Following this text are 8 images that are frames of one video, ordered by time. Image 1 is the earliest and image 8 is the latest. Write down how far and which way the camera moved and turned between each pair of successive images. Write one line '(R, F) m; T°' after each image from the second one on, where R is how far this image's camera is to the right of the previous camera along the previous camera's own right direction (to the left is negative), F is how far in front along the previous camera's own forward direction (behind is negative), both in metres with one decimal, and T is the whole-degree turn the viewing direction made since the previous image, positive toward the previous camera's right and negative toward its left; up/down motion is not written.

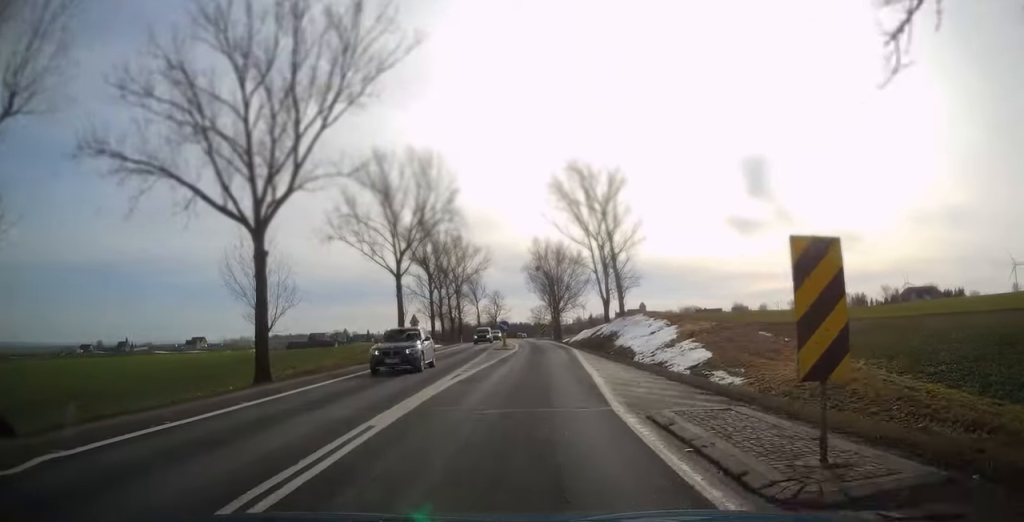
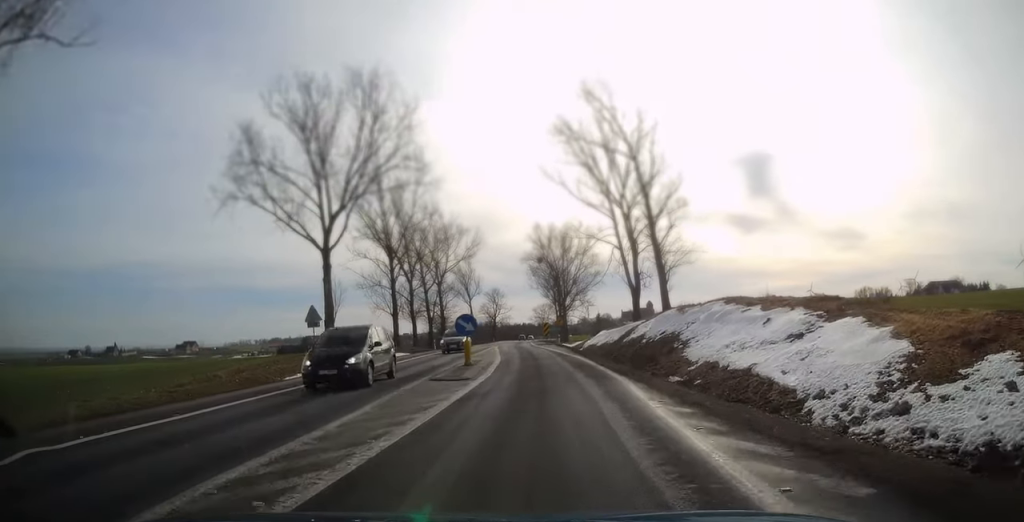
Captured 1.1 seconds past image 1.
(+0.2, +22.7) m; 0°
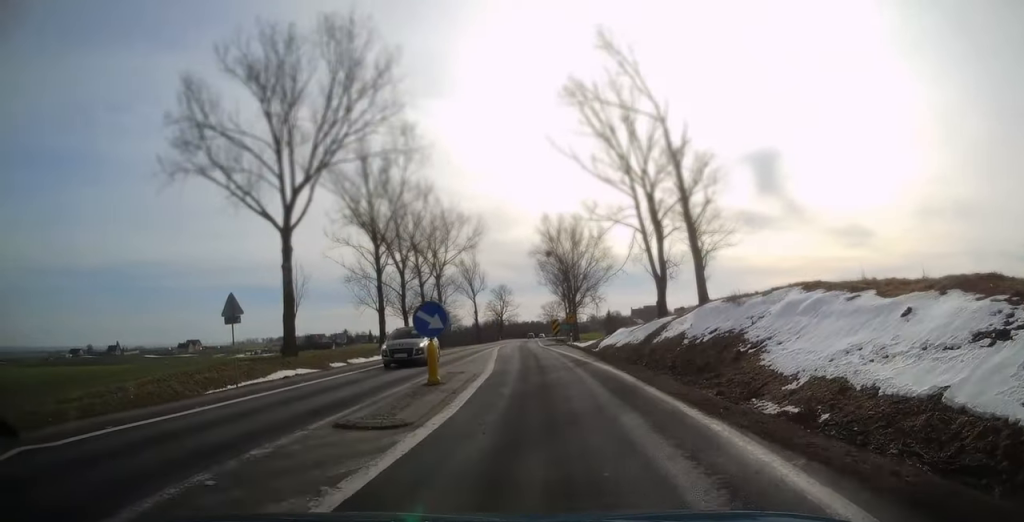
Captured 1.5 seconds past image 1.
(-0.1, +8.2) m; -1°
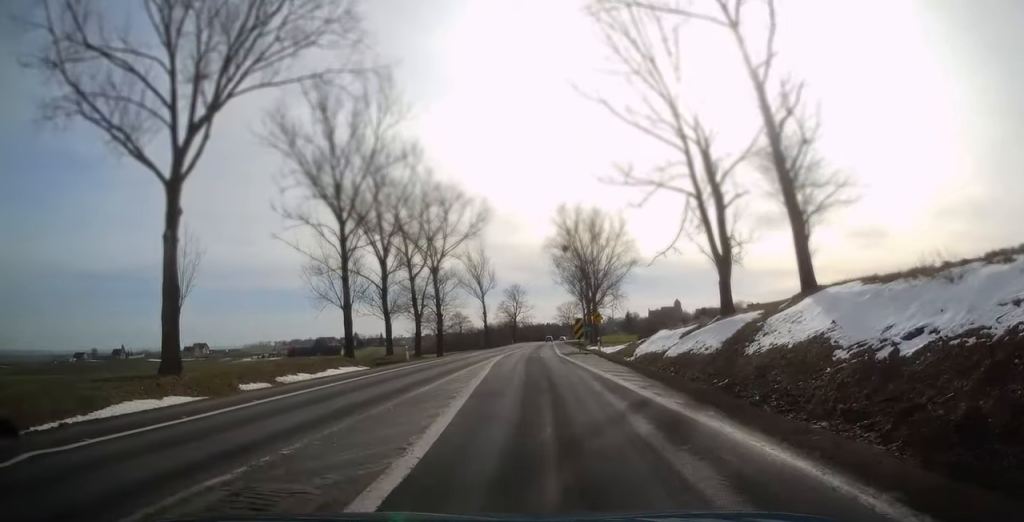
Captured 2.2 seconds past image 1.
(-0.1, +13.1) m; -1°
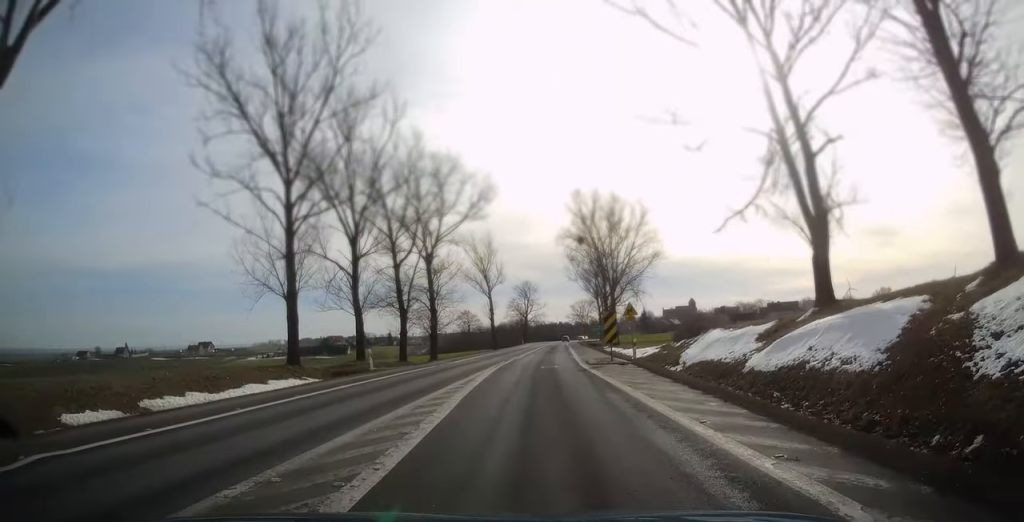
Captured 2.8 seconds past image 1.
(-0.1, +10.9) m; -1°
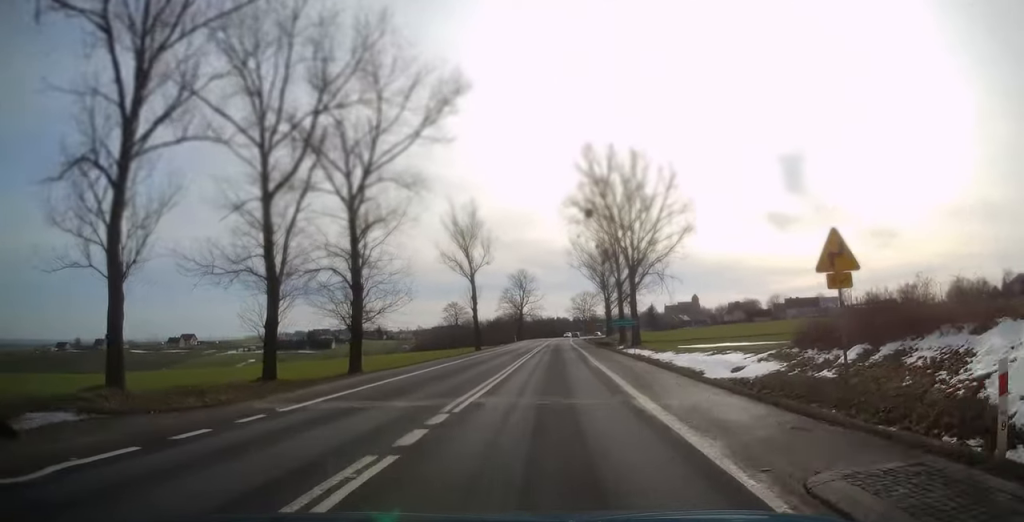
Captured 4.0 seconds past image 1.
(-0.3, +23.8) m; -1°
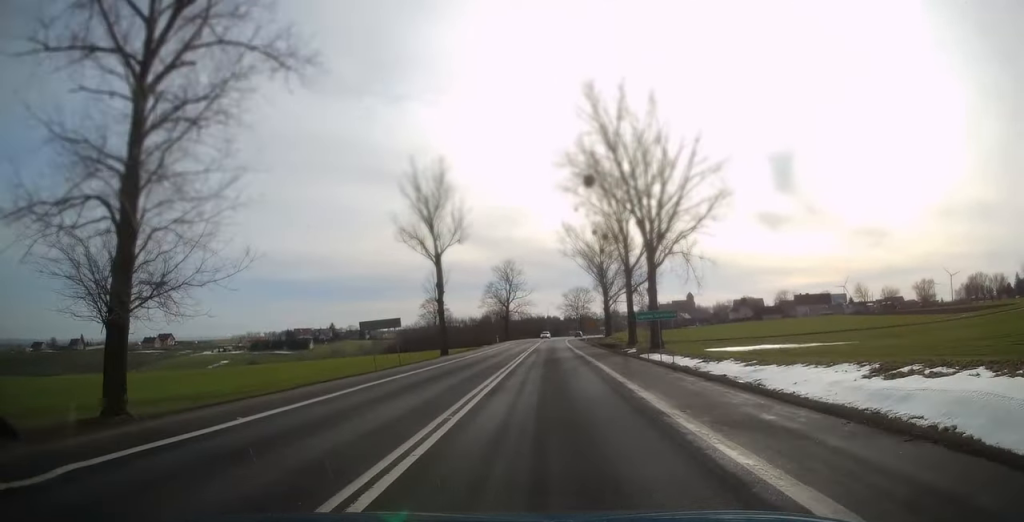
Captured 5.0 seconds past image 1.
(+0.1, +19.6) m; +1°
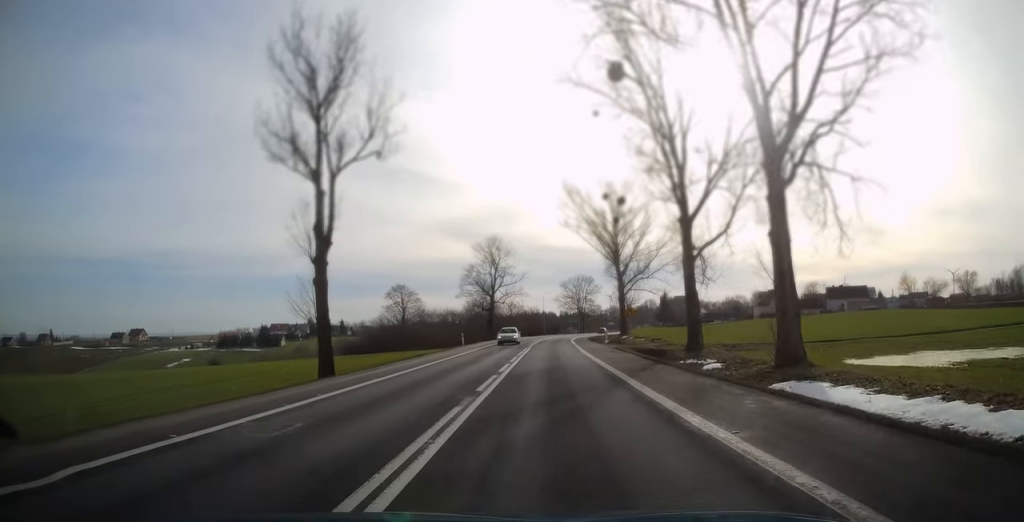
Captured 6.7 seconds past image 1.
(+0.2, +31.9) m; +1°
